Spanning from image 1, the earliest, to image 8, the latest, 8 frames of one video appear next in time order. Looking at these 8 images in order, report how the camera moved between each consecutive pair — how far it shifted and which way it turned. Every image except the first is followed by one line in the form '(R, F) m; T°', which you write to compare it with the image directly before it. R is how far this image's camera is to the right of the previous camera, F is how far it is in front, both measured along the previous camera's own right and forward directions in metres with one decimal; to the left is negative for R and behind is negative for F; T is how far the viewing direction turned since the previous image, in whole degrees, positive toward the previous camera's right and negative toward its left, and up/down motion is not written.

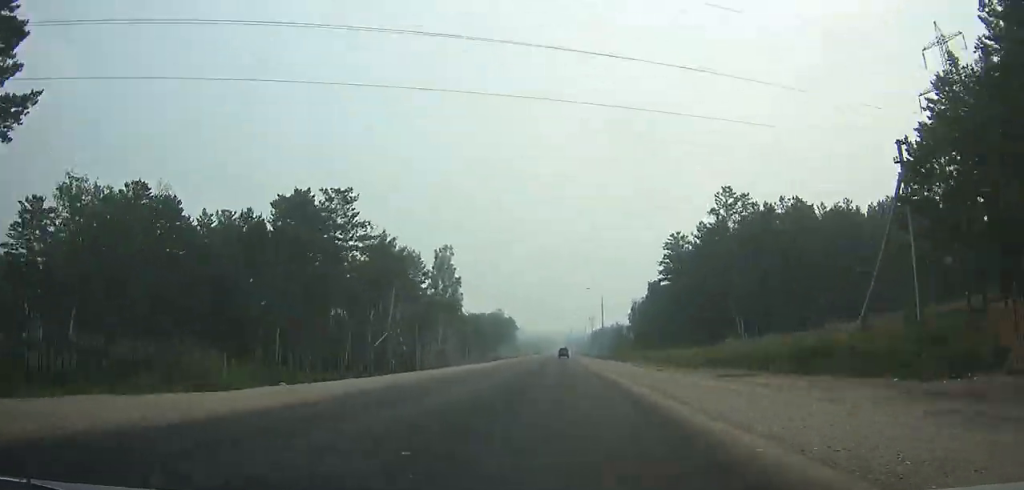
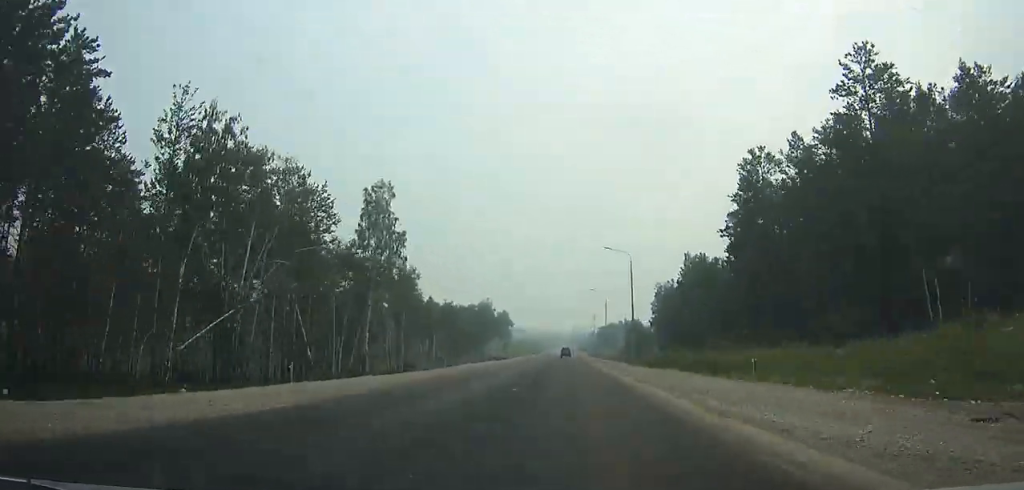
(-0.1, +39.0) m; 0°
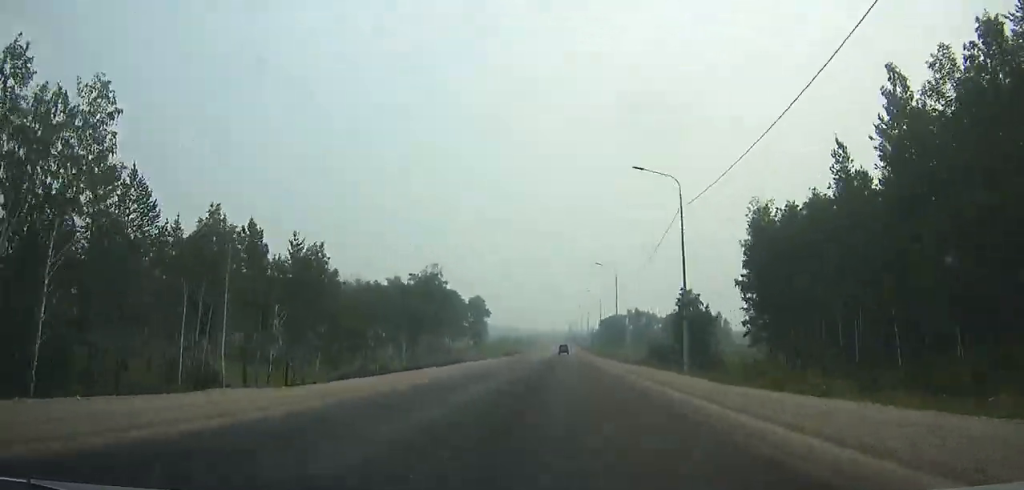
(+0.1, +65.3) m; 0°
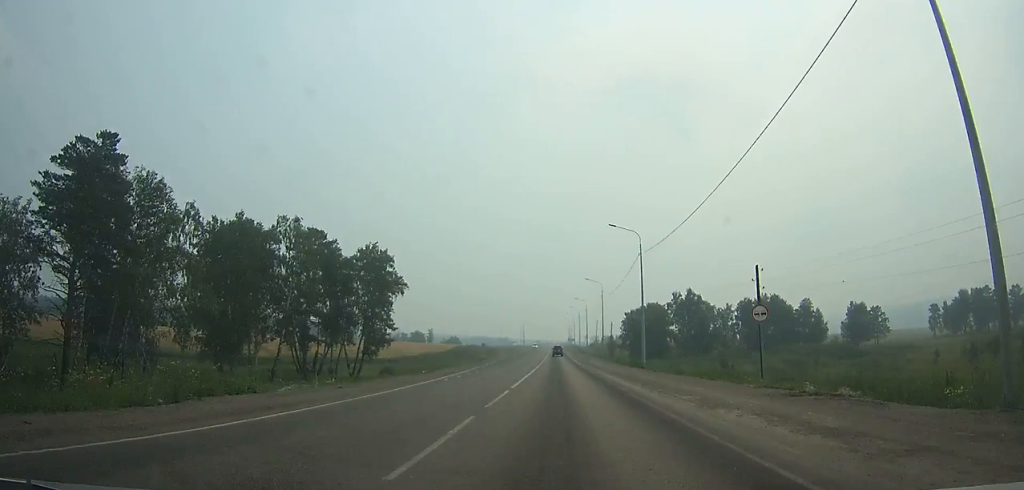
(+0.2, +102.0) m; 0°
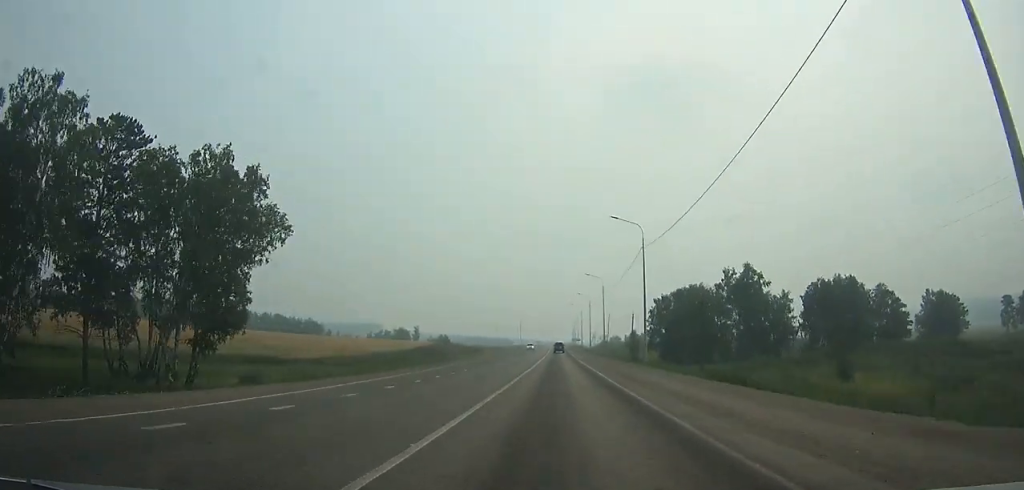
(0.0, +41.6) m; 0°
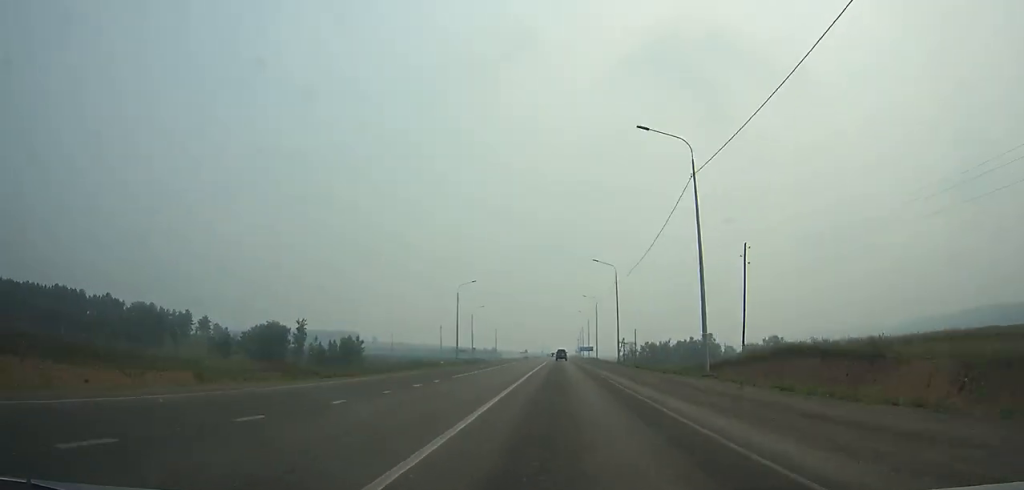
(-0.2, +131.8) m; 0°
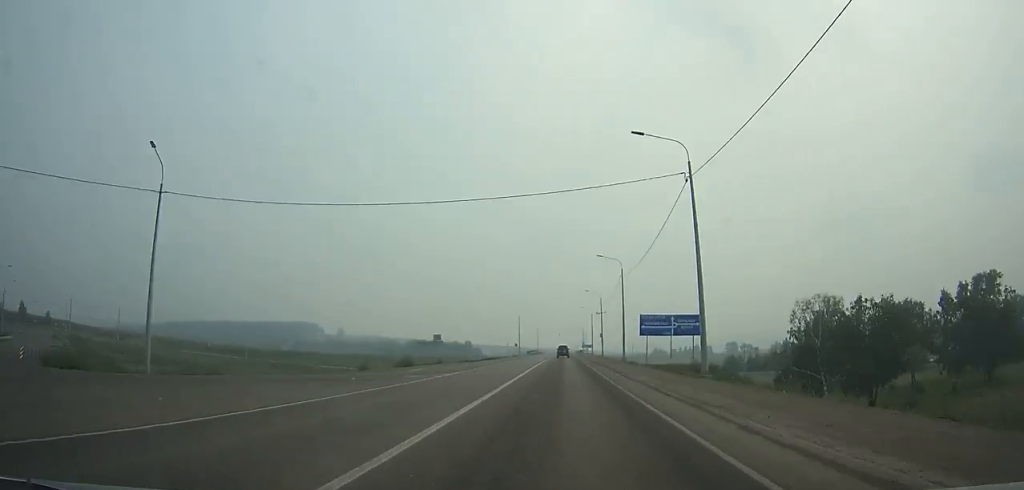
(+0.7, +152.2) m; 0°
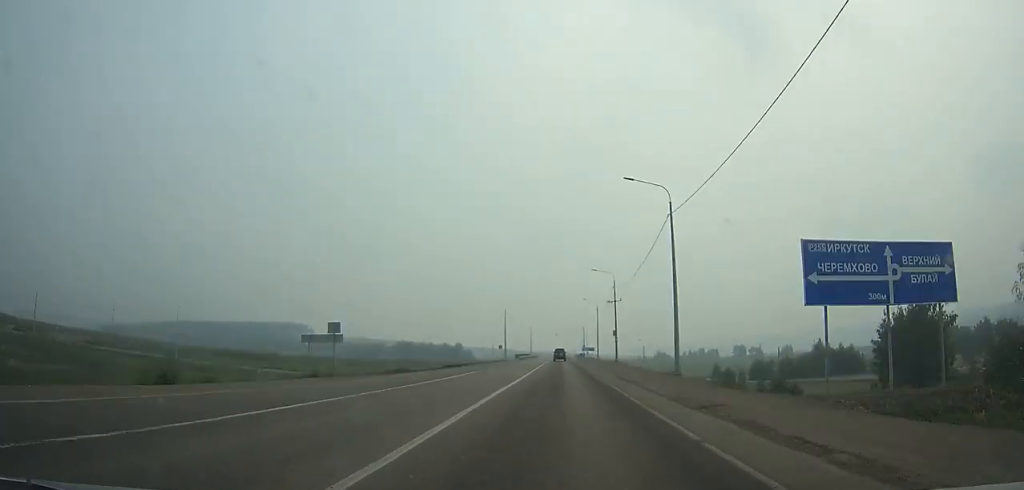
(0.0, +28.9) m; 0°
